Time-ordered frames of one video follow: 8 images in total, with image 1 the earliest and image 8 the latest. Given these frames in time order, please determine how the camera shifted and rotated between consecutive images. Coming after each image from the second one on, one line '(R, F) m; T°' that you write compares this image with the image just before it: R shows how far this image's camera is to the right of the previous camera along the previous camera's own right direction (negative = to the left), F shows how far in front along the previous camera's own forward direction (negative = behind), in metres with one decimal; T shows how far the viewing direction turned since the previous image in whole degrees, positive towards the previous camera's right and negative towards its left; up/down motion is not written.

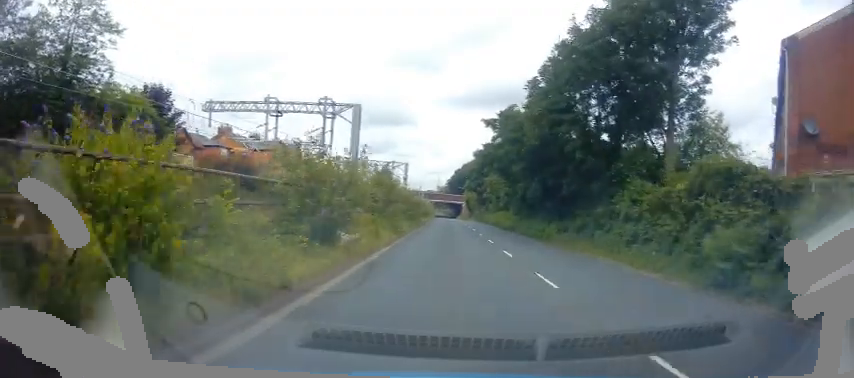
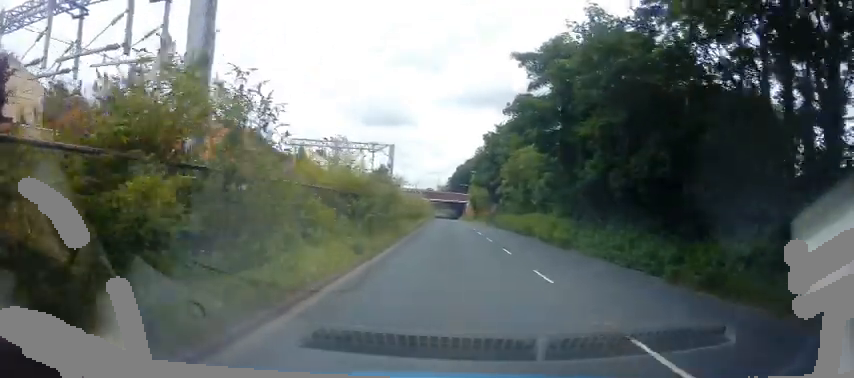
(+0.3, +17.8) m; +3°
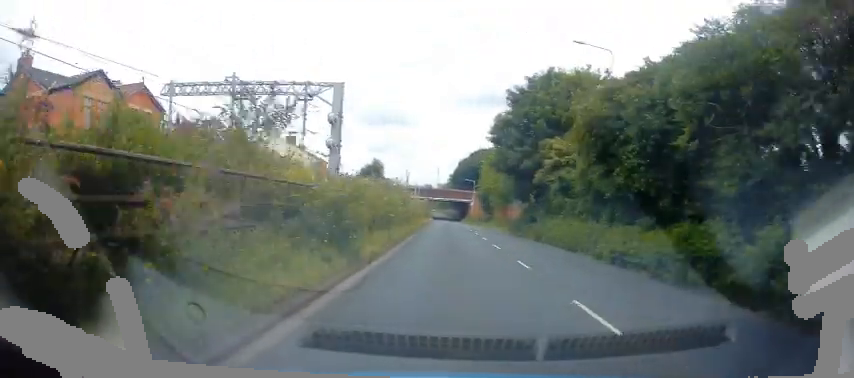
(+0.5, +22.2) m; -1°
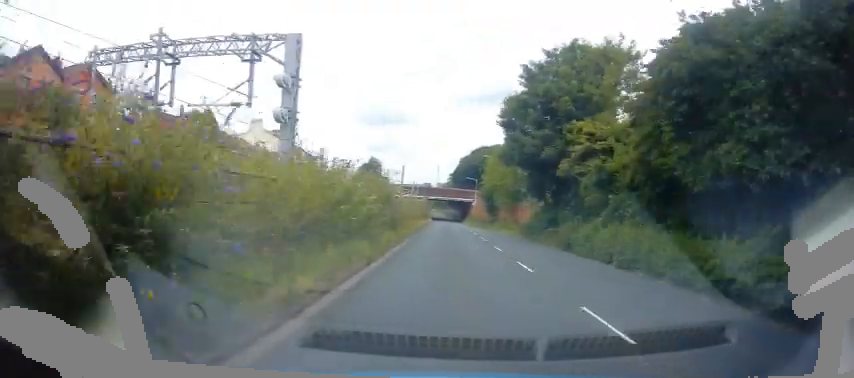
(-0.1, +6.4) m; 0°
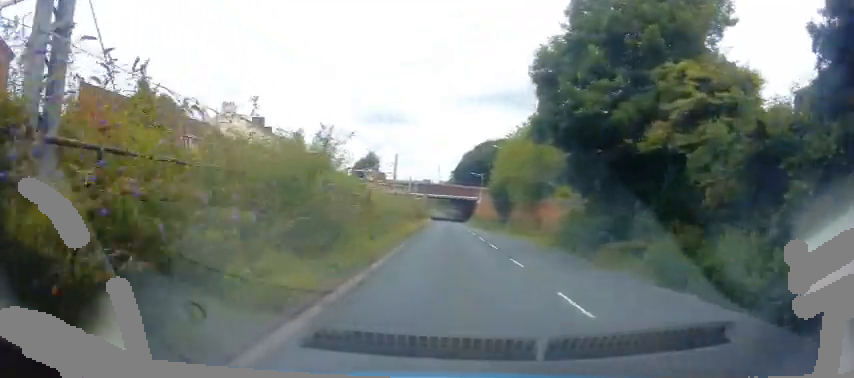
(-0.4, +10.9) m; 0°
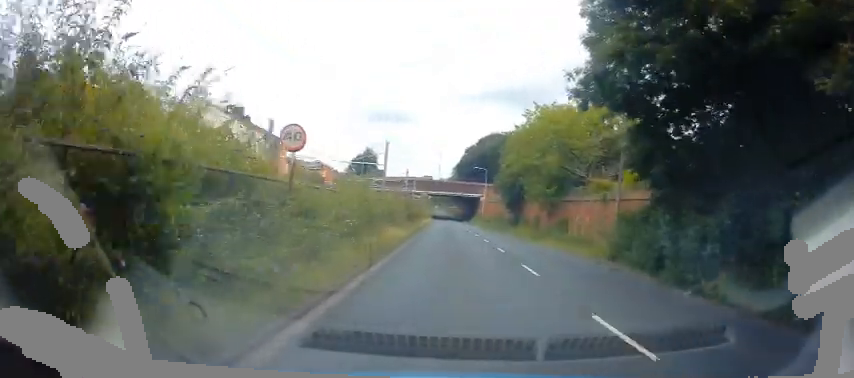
(+0.3, +8.3) m; 0°
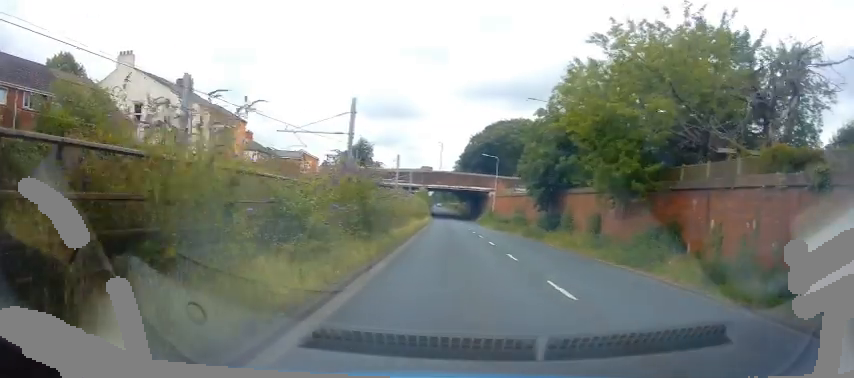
(-0.1, +15.4) m; -1°
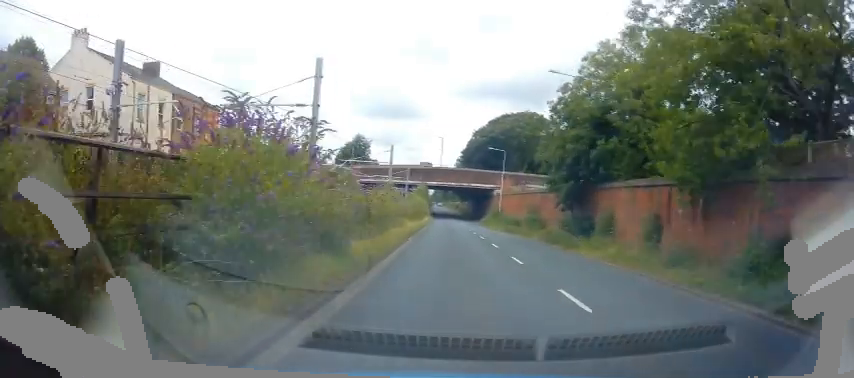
(-0.4, +7.0) m; 0°
